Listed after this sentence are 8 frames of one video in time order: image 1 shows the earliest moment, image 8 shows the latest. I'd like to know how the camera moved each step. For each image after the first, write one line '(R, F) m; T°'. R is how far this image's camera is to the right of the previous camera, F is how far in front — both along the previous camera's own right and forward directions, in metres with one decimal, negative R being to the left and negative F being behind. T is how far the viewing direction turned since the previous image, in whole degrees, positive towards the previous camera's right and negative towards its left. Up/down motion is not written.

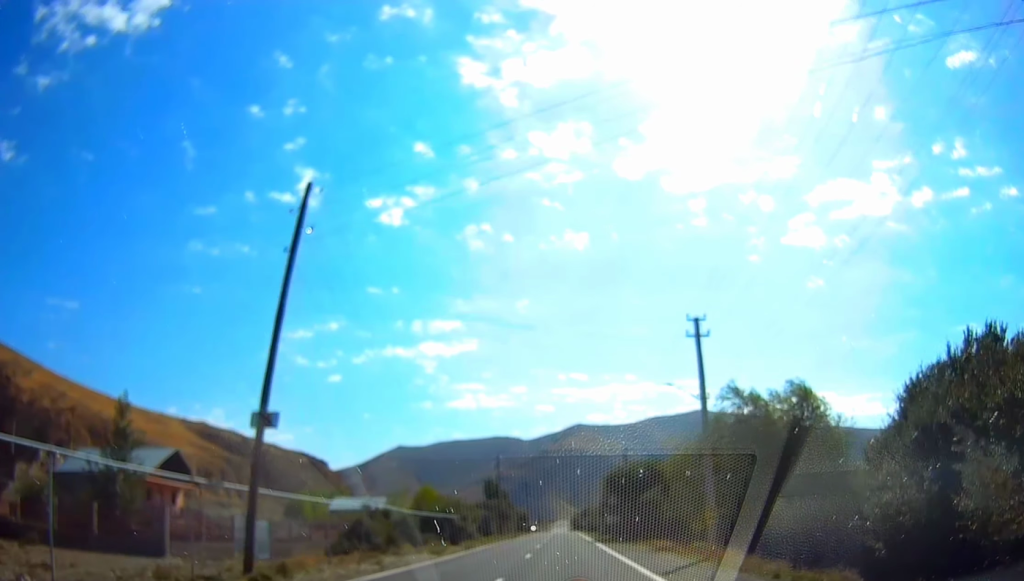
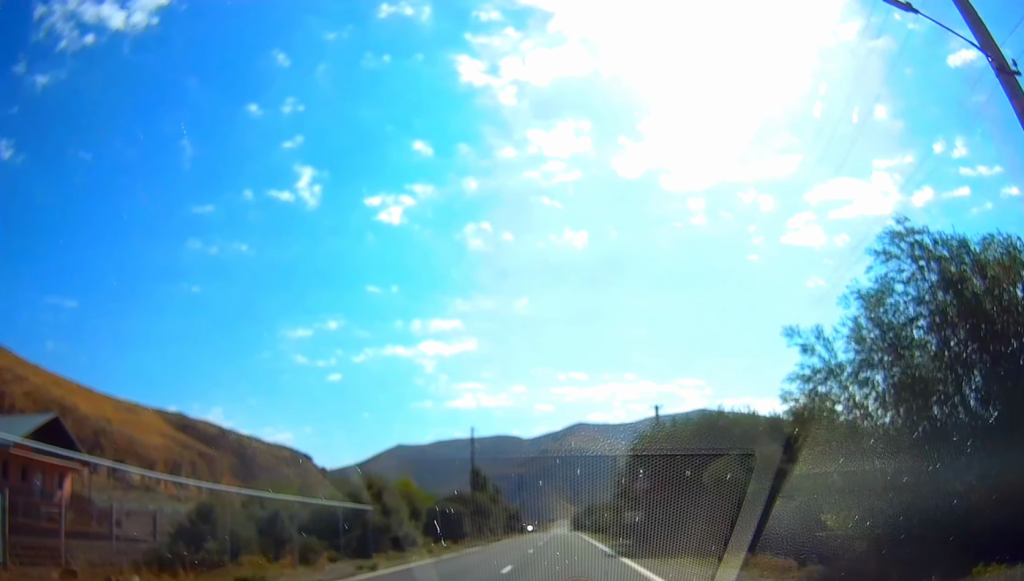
(0.0, +19.8) m; 0°
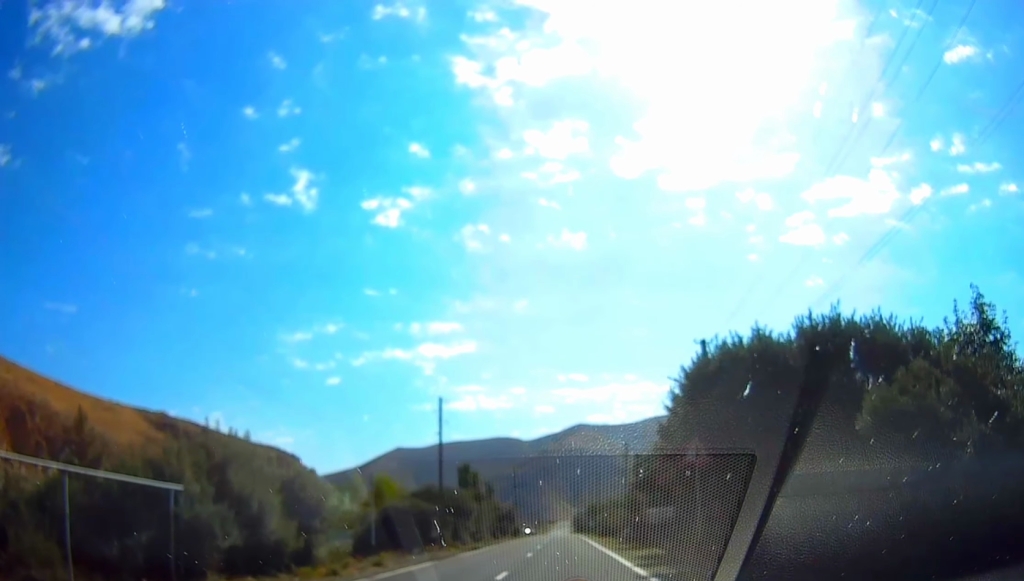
(0.0, +13.2) m; 0°
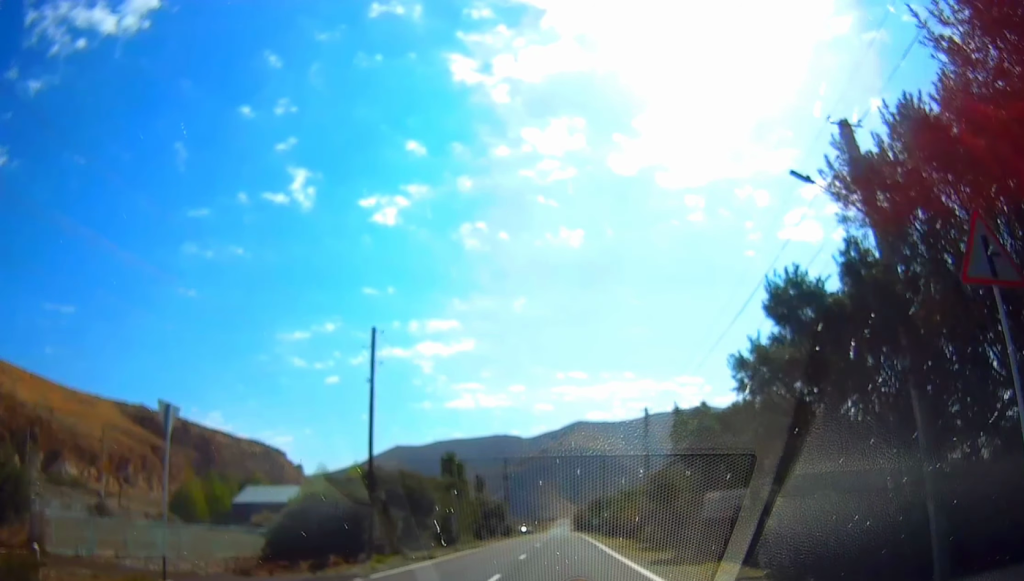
(0.0, +13.6) m; 0°
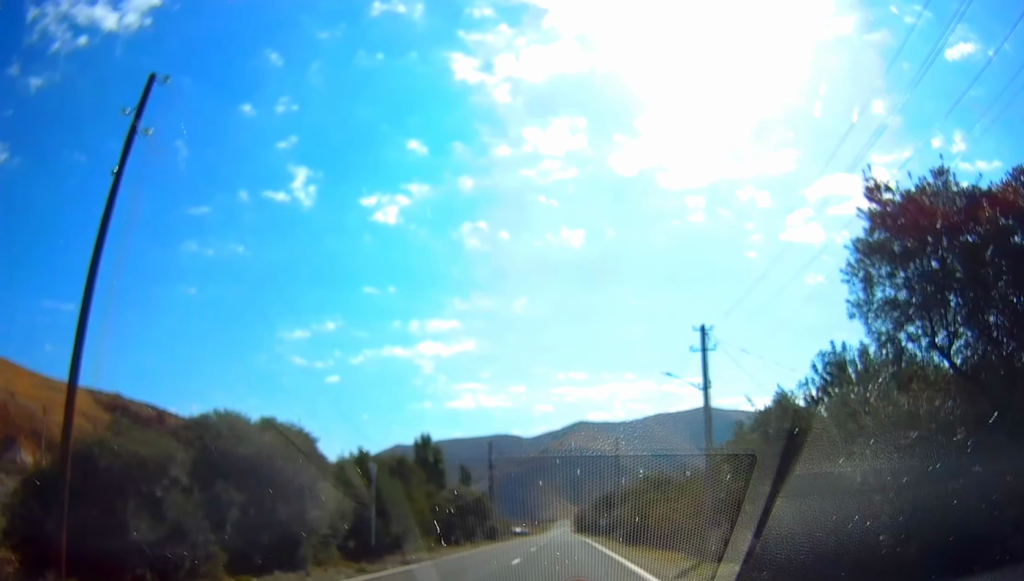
(0.0, +16.6) m; 0°
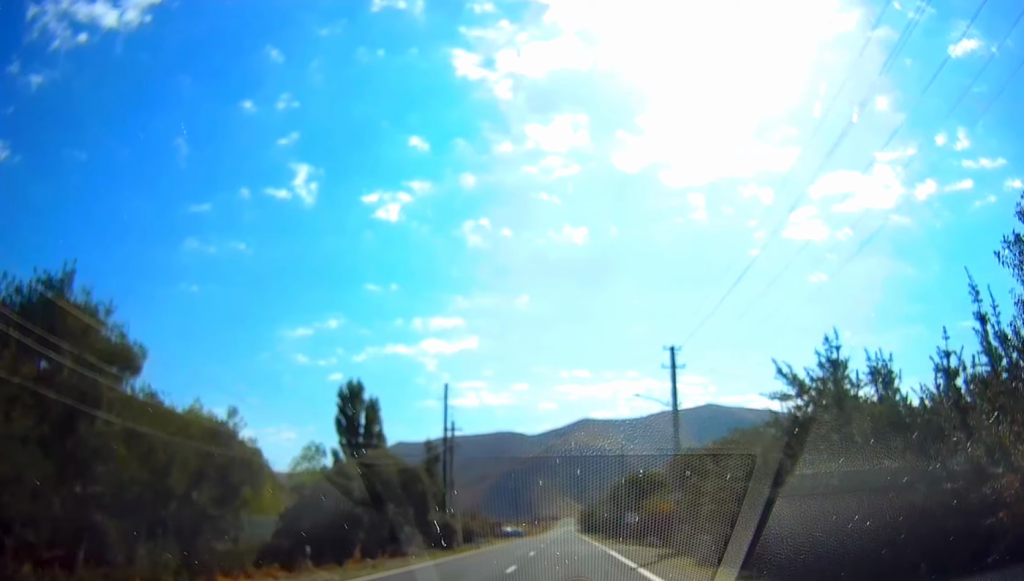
(0.0, +26.6) m; 0°
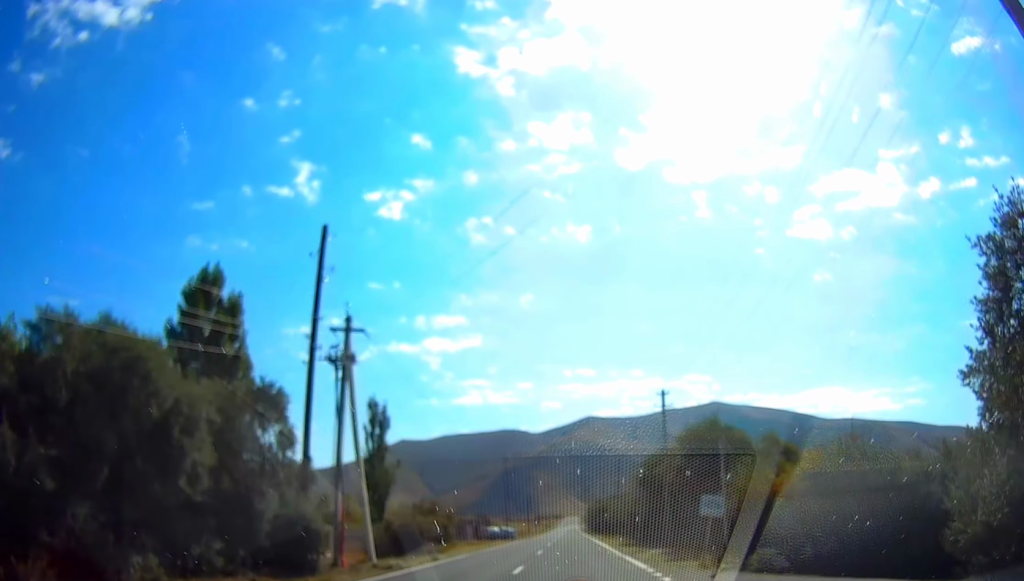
(0.0, +21.7) m; -1°
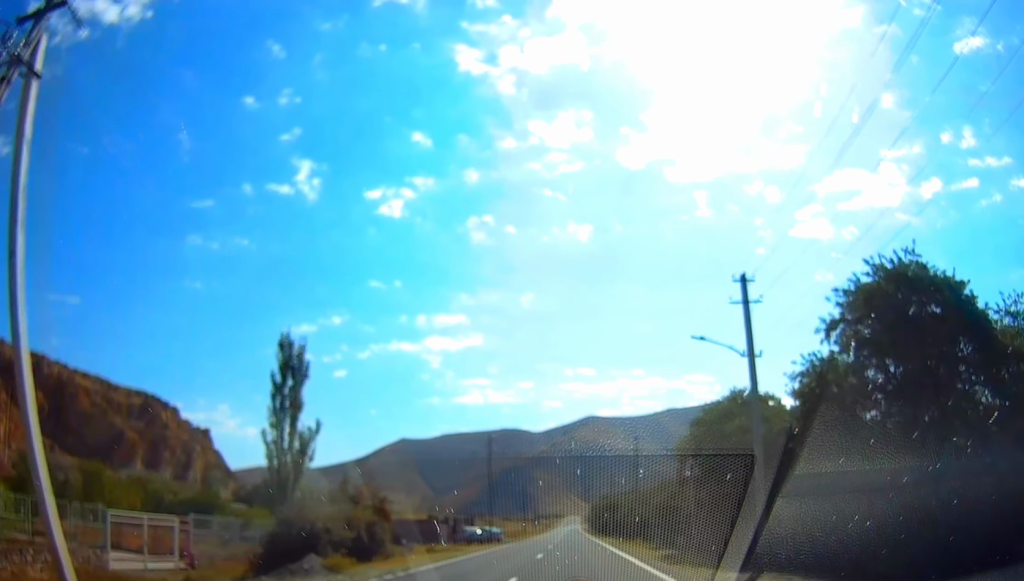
(-0.2, +16.3) m; -1°
